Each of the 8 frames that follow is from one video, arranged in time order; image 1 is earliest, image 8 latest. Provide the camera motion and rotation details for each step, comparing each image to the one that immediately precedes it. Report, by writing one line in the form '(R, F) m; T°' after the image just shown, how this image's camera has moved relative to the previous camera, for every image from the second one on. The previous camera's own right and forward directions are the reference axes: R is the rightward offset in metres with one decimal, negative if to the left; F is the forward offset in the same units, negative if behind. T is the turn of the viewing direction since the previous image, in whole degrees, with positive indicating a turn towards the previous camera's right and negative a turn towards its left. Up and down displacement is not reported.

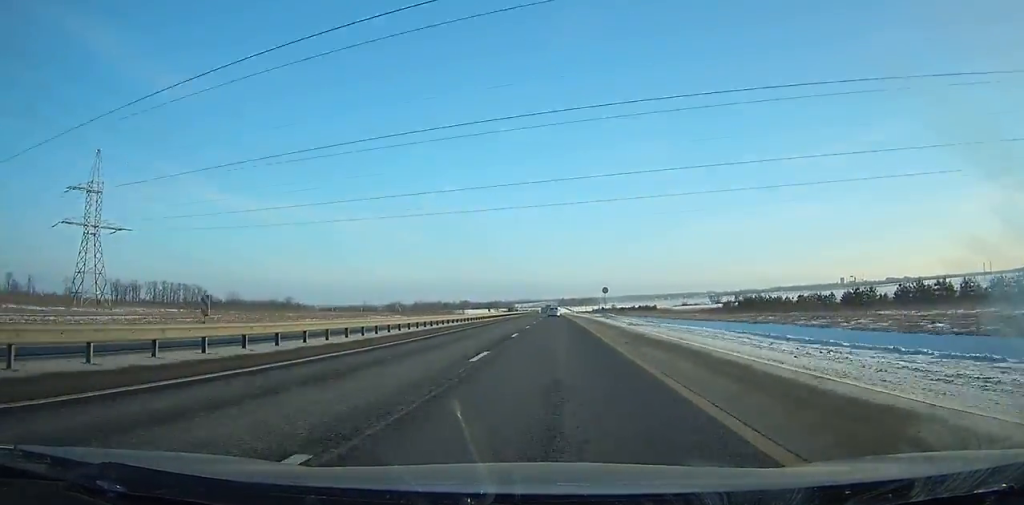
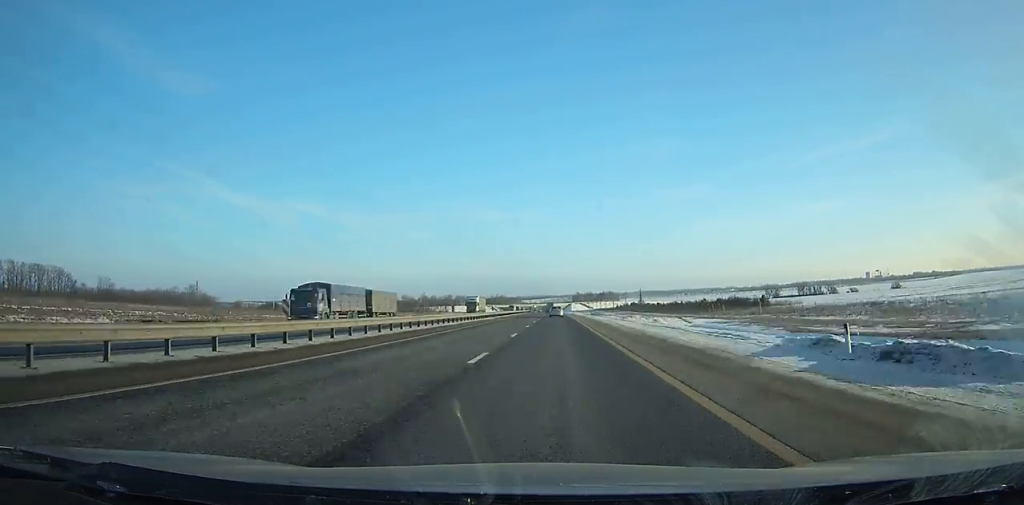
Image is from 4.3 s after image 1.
(-1.7, +143.4) m; -2°
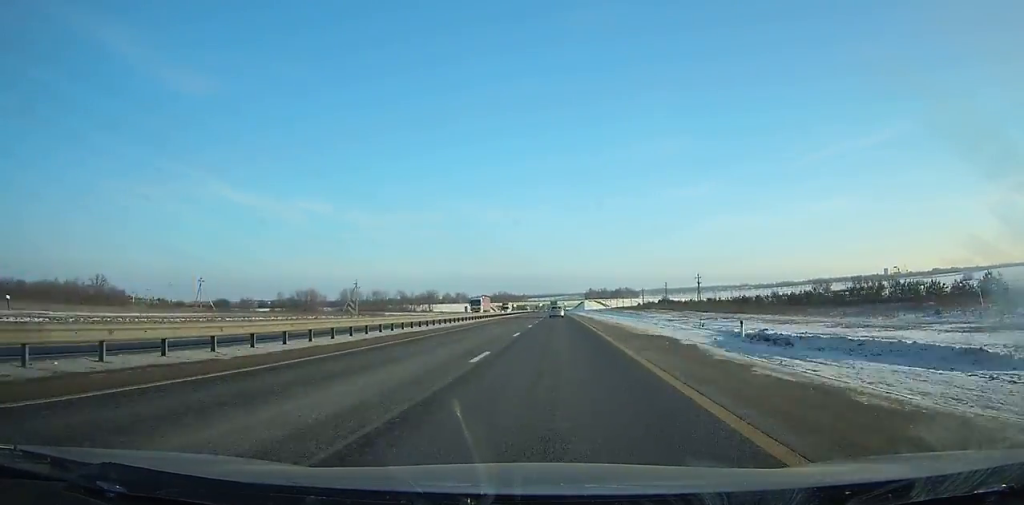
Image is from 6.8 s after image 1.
(-0.8, +82.8) m; -1°
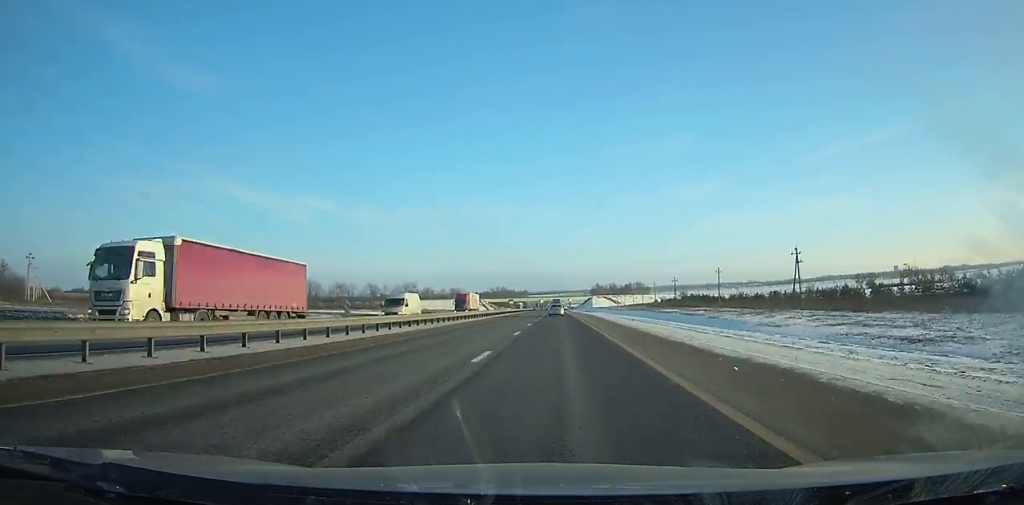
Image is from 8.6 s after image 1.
(-0.3, +59.3) m; 0°
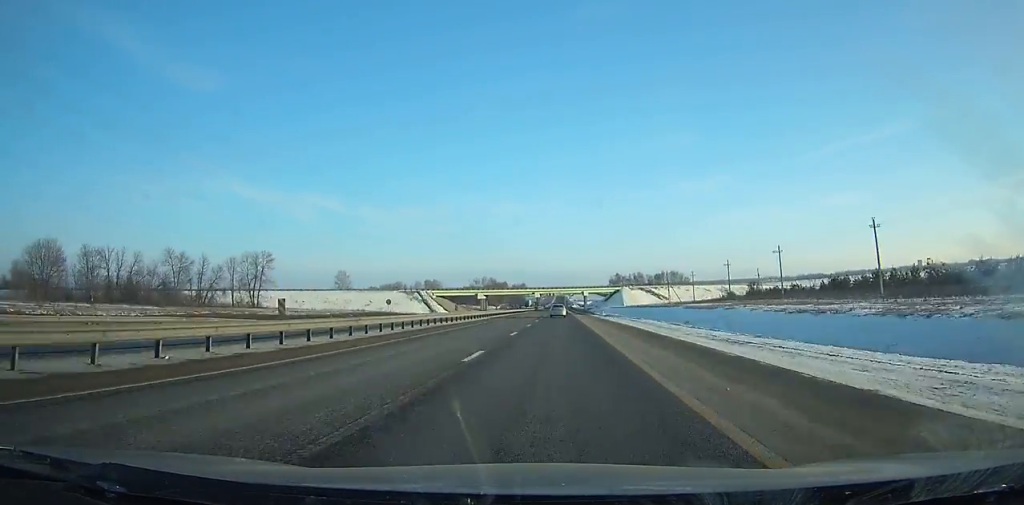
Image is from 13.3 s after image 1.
(-0.5, +152.8) m; 0°
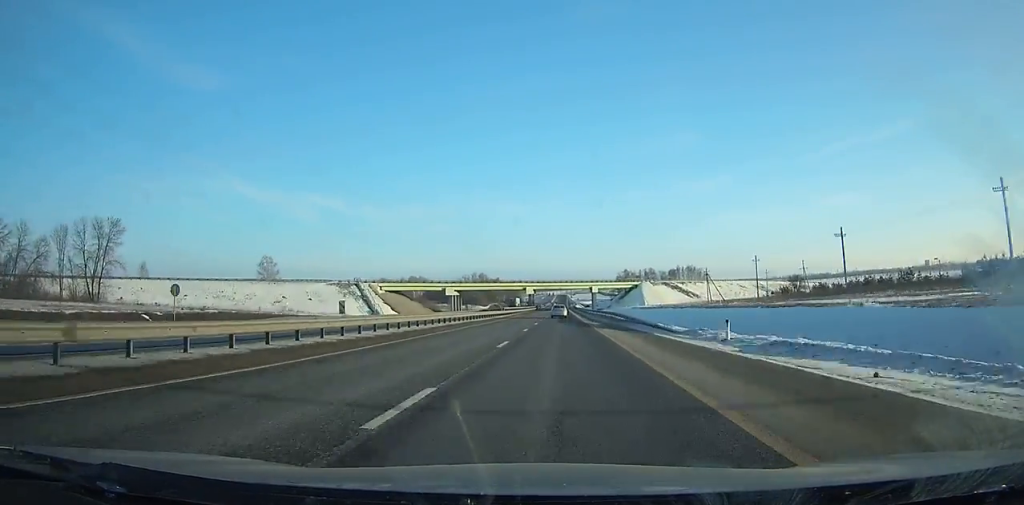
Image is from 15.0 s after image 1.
(0.0, +54.2) m; 0°
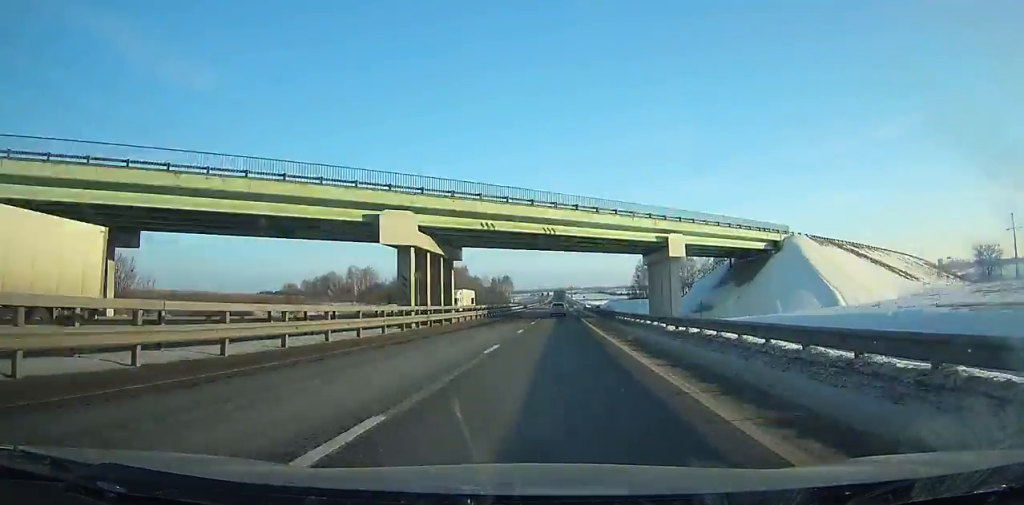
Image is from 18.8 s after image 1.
(-0.2, +119.9) m; 0°
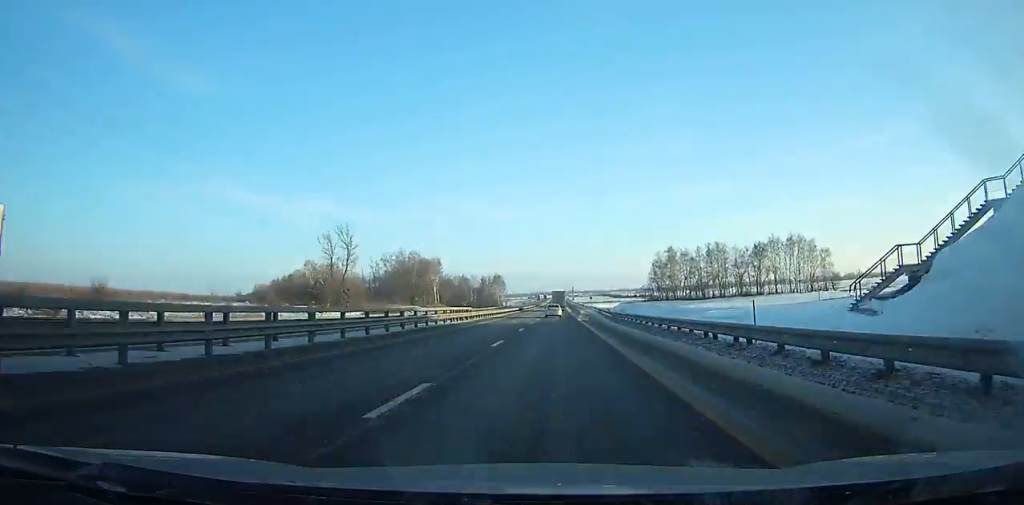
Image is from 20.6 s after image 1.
(-0.1, +56.0) m; 0°
